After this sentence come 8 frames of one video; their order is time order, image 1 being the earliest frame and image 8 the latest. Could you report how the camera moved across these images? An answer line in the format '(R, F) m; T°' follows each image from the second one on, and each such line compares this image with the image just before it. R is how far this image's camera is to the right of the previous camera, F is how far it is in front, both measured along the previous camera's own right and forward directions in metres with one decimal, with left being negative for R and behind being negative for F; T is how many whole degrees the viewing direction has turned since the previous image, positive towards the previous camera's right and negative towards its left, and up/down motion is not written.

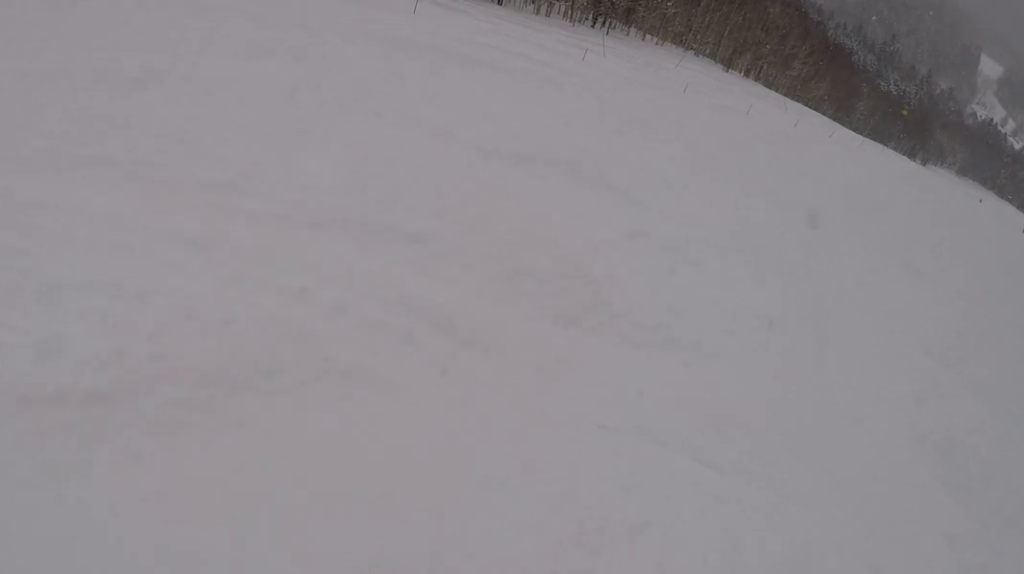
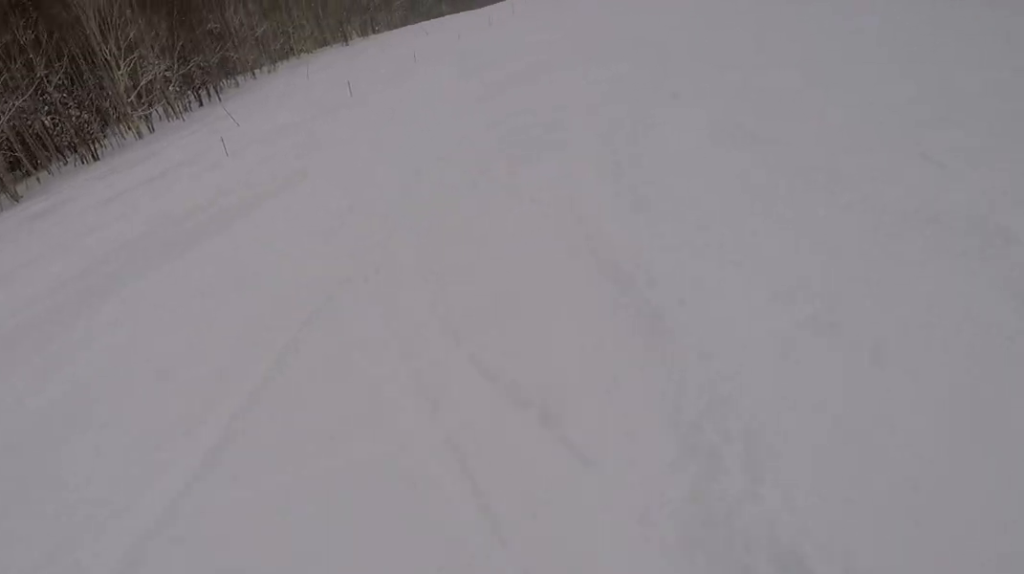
(+3.5, +12.4) m; +53°
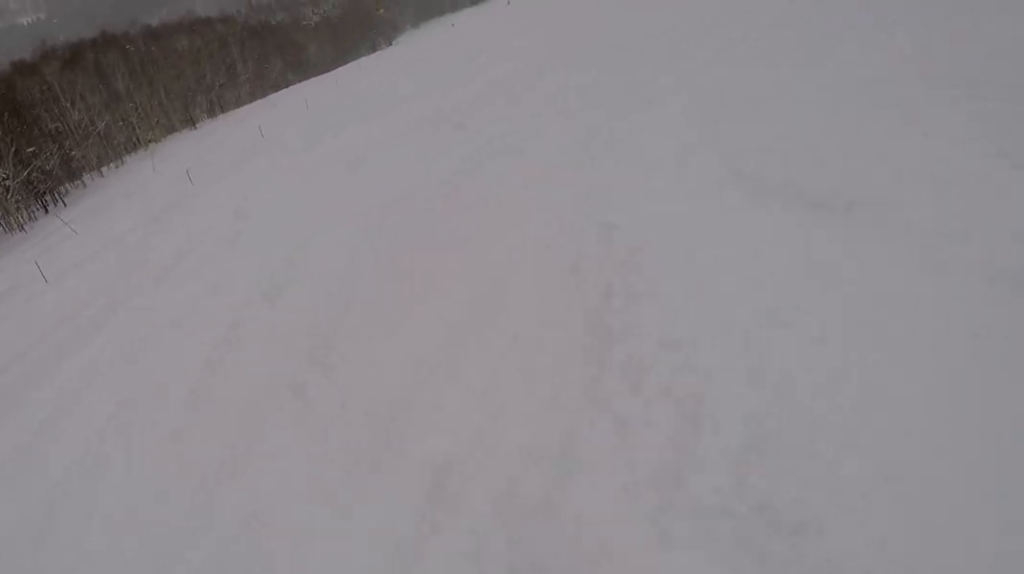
(+1.5, +3.4) m; +7°
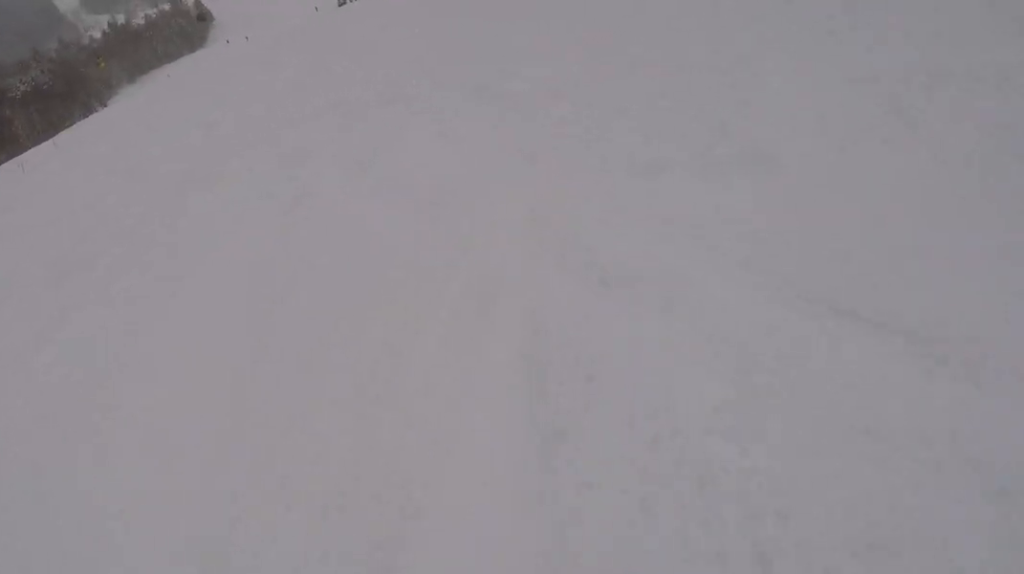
(+0.7, +6.8) m; -6°
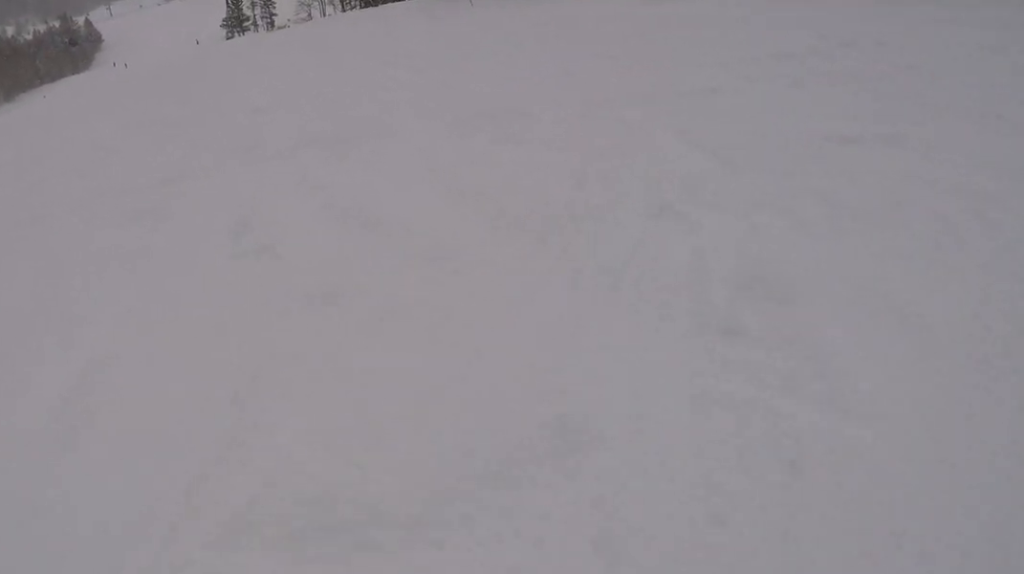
(-0.6, +4.9) m; -16°
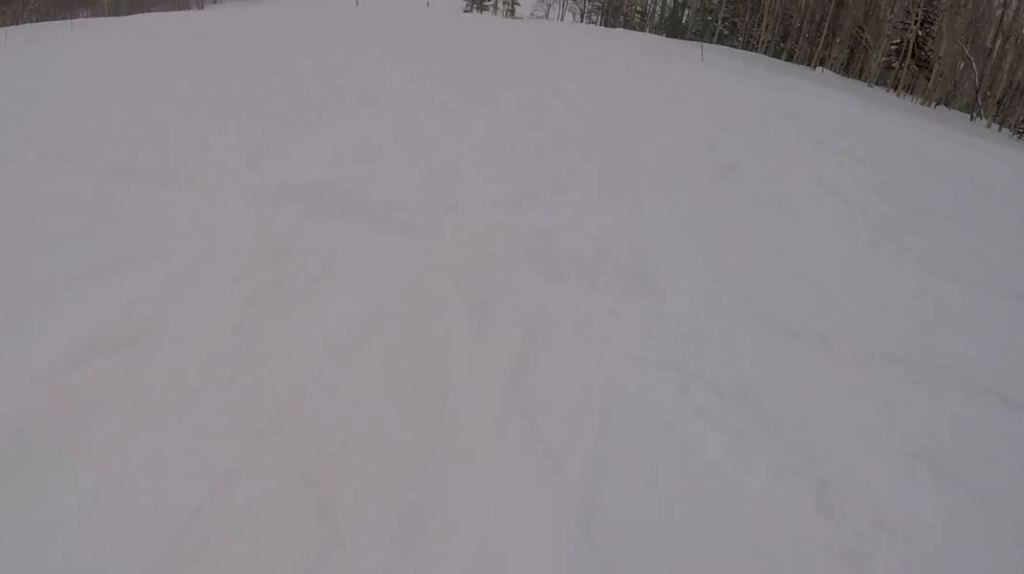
(-0.8, +4.9) m; -13°
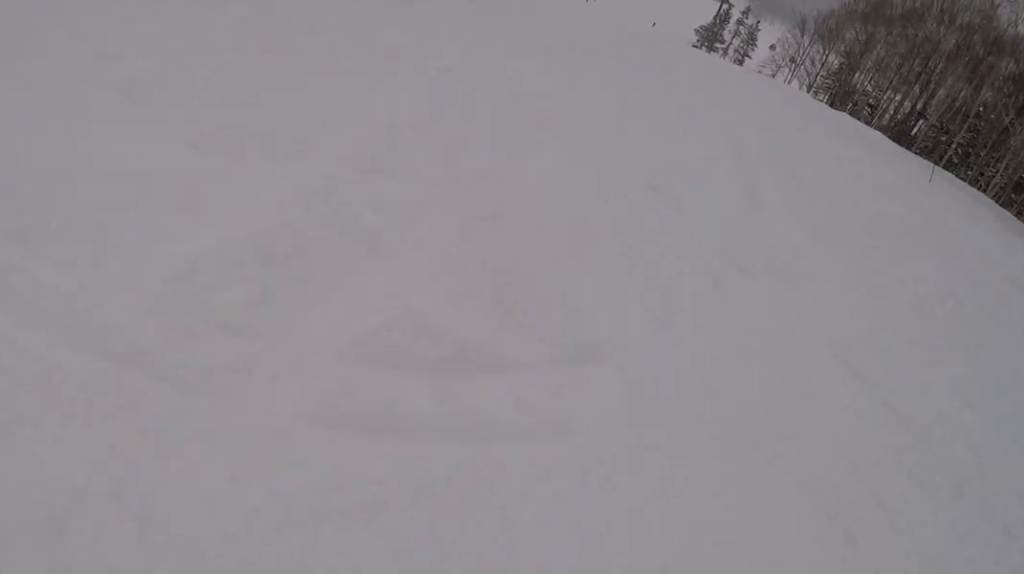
(-0.4, +4.2) m; -10°
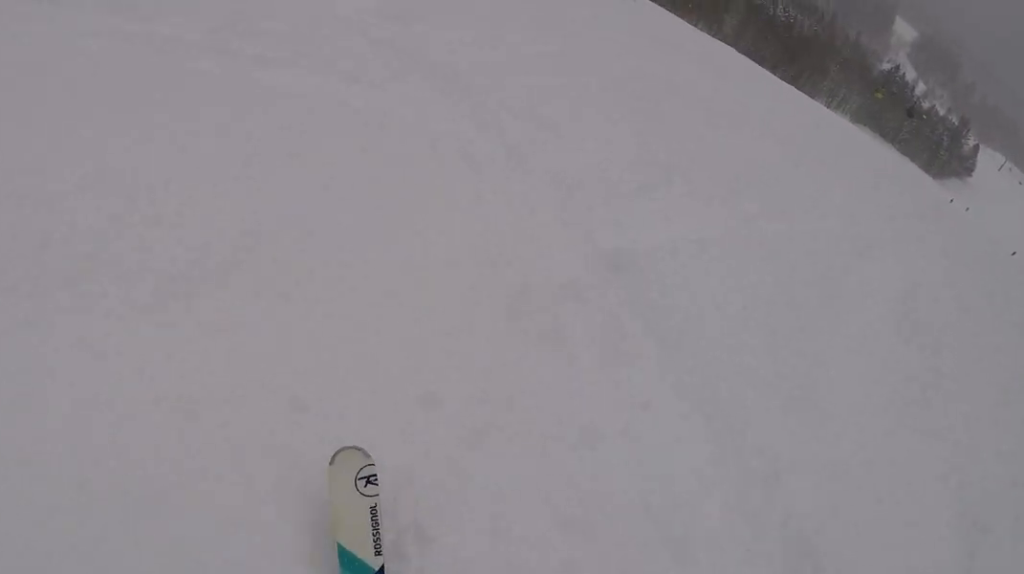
(-0.7, +5.9) m; -14°
